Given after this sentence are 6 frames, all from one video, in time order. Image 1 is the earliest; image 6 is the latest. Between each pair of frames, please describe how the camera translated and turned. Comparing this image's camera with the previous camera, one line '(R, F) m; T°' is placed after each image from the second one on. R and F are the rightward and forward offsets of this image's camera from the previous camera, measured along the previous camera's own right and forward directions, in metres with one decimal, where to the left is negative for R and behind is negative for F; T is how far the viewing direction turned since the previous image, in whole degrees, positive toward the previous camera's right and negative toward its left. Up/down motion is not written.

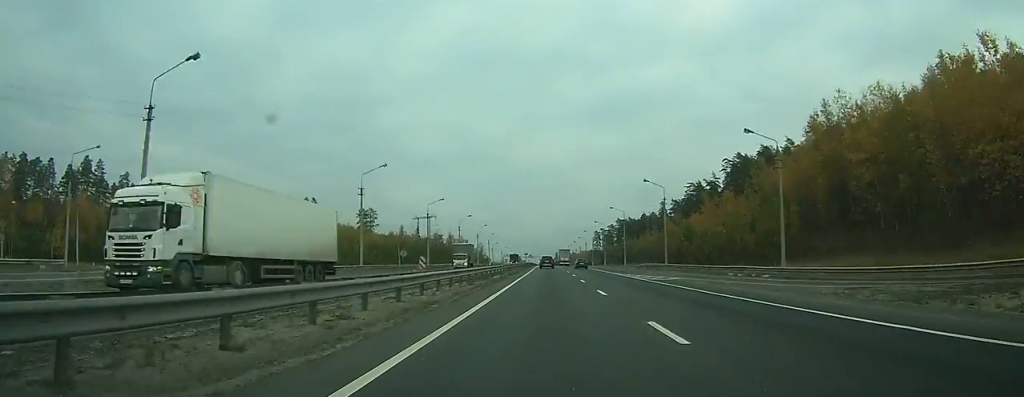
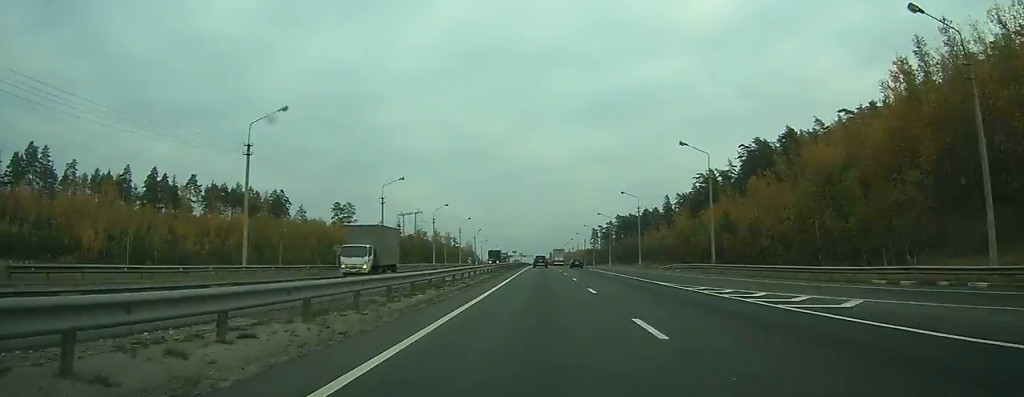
(+0.1, +24.3) m; 0°
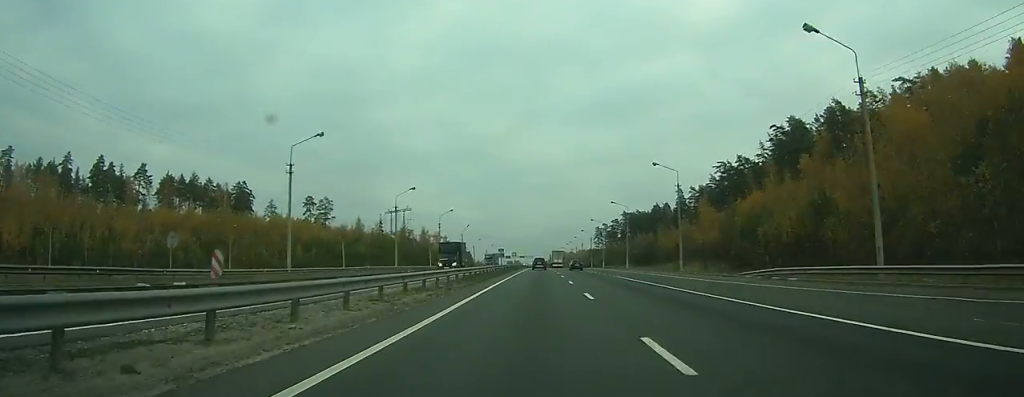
(+0.1, +27.8) m; 0°
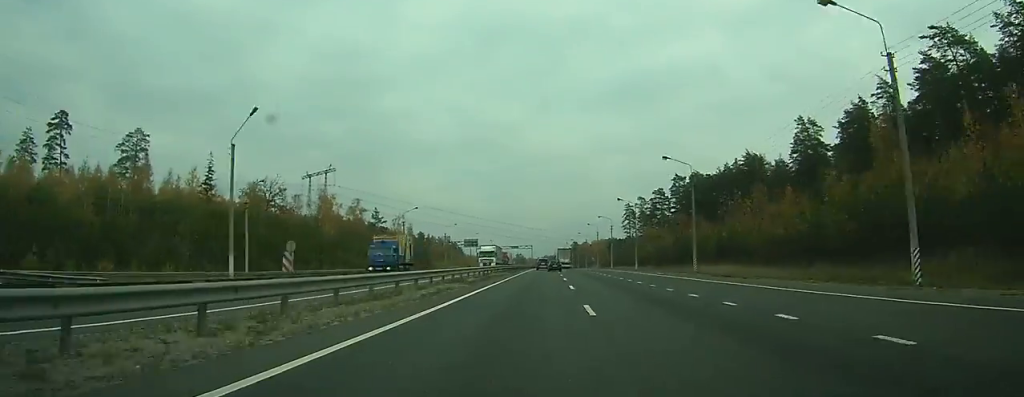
(-0.9, +117.8) m; -1°
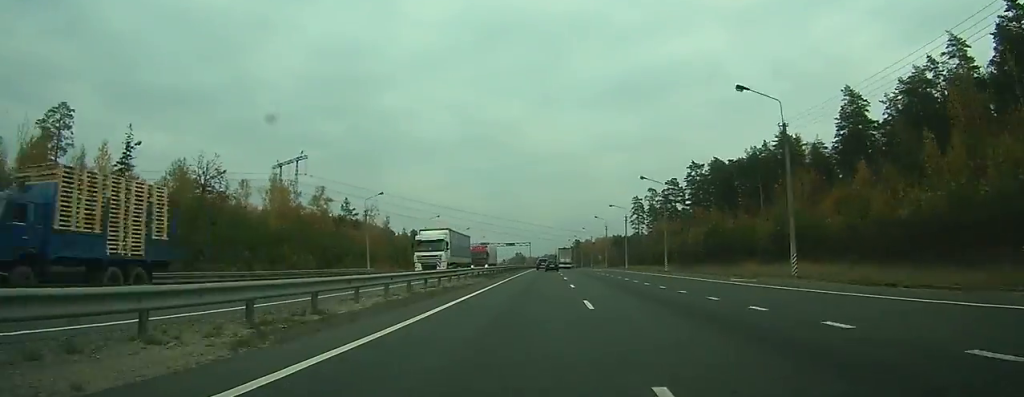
(0.0, +23.1) m; 0°
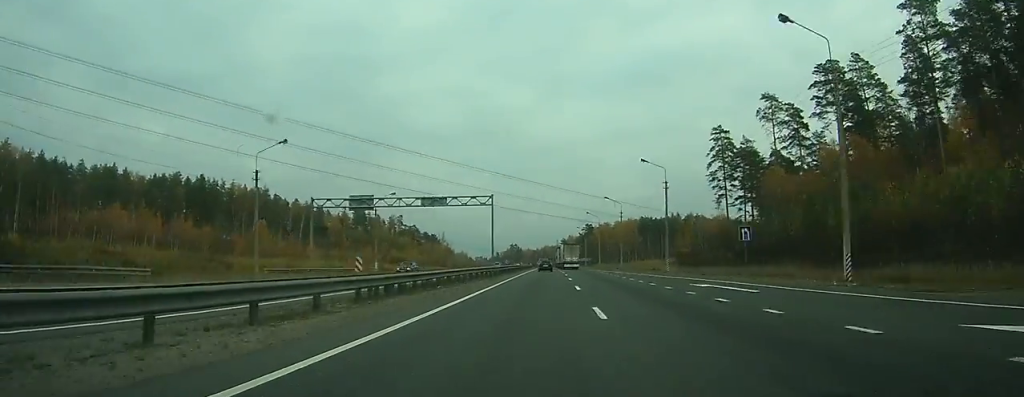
(-0.1, +114.5) m; 0°
